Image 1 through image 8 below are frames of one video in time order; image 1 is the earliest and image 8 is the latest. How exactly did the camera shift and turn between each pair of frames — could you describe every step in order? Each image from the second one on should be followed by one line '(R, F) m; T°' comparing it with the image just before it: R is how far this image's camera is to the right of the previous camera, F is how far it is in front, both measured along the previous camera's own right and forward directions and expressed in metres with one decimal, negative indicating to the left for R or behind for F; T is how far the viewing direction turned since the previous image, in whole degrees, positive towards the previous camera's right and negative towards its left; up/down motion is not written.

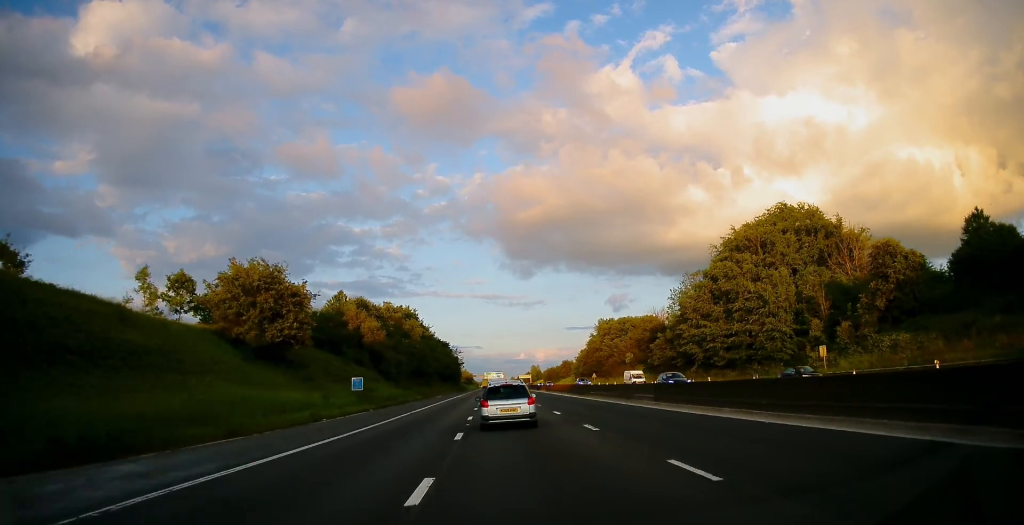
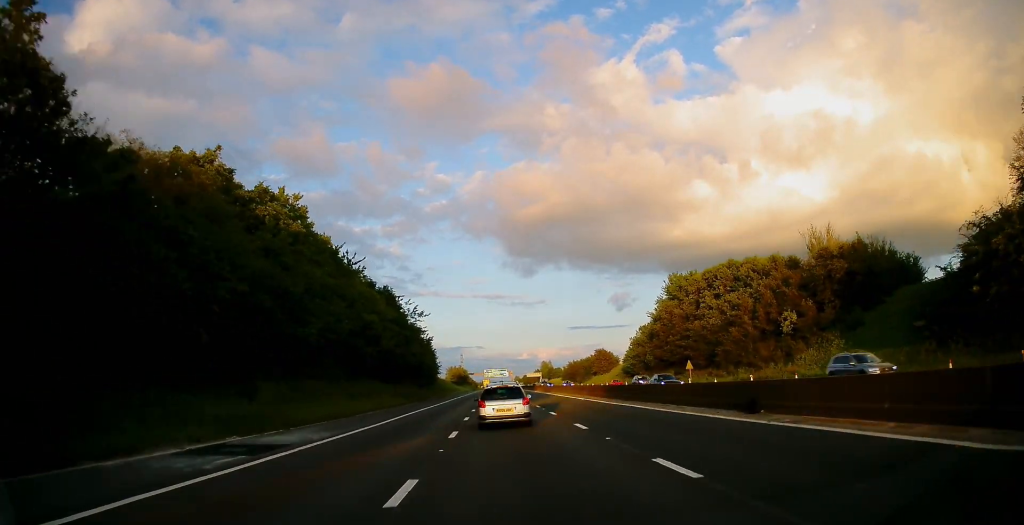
(-0.9, +79.3) m; 0°
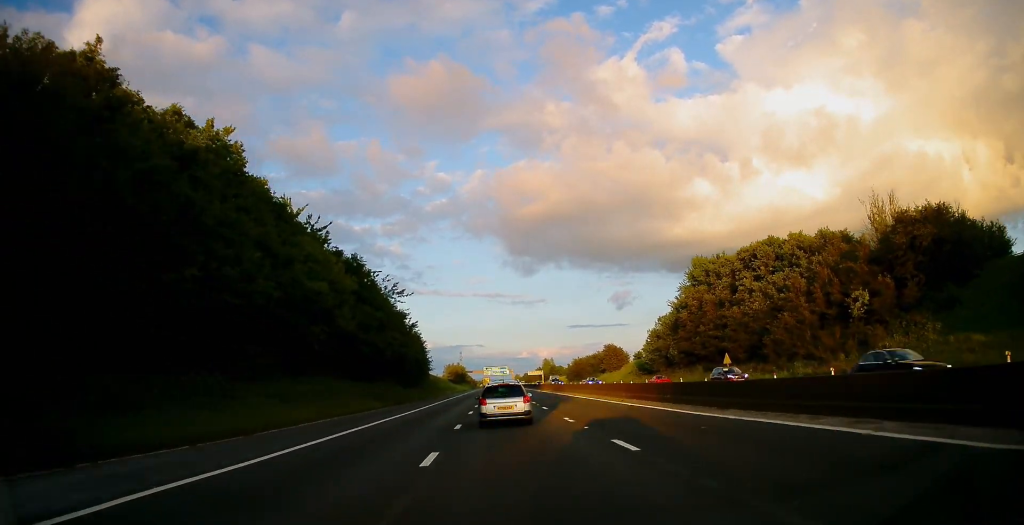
(+0.1, +14.4) m; 0°
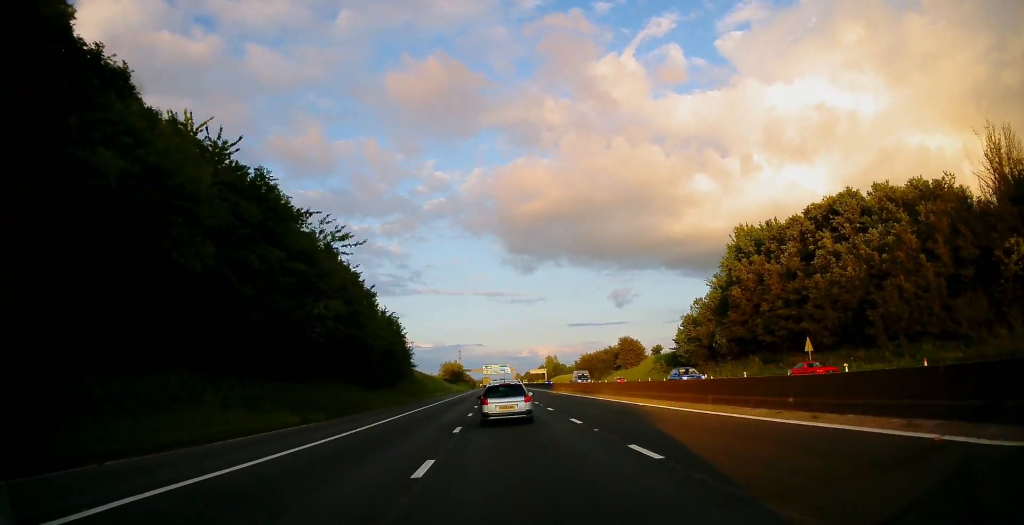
(0.0, +20.0) m; 0°
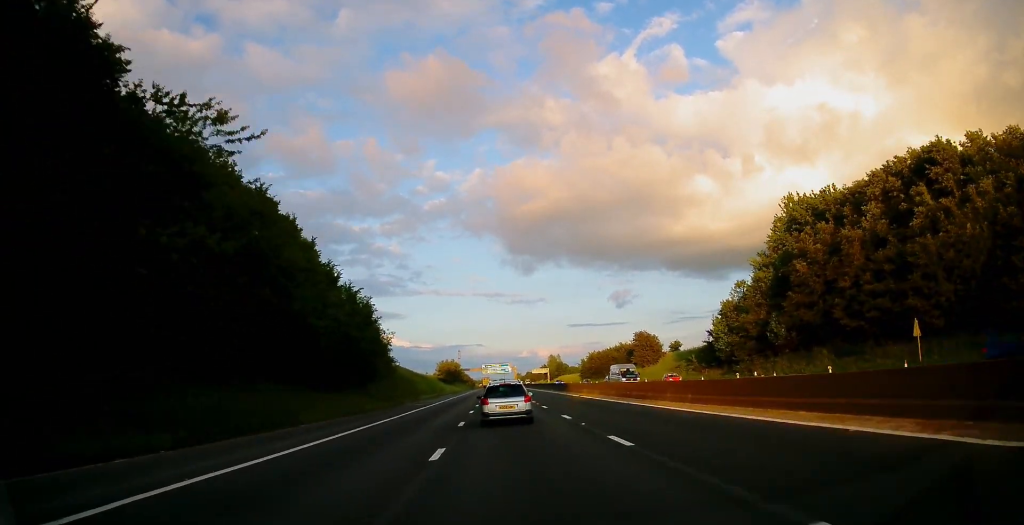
(0.0, +15.1) m; 0°
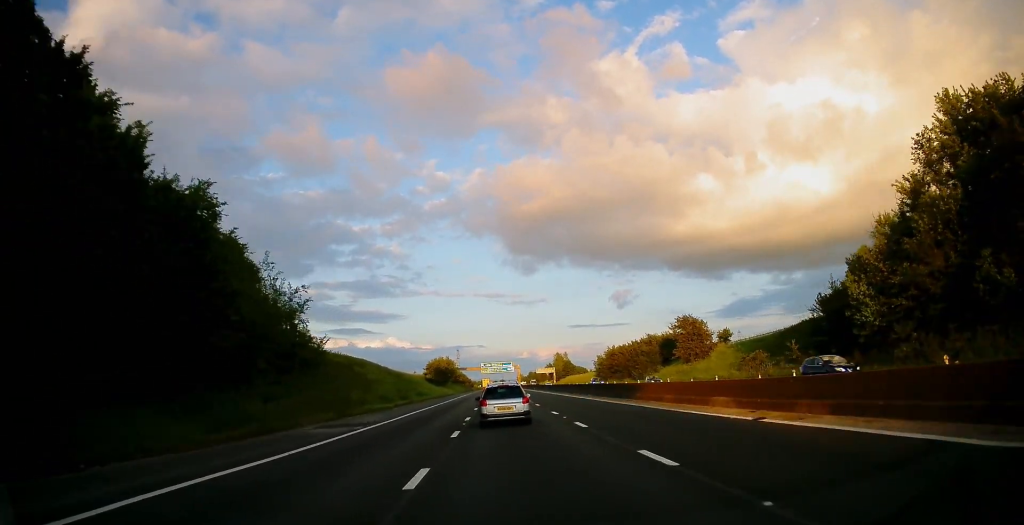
(0.0, +30.2) m; 0°
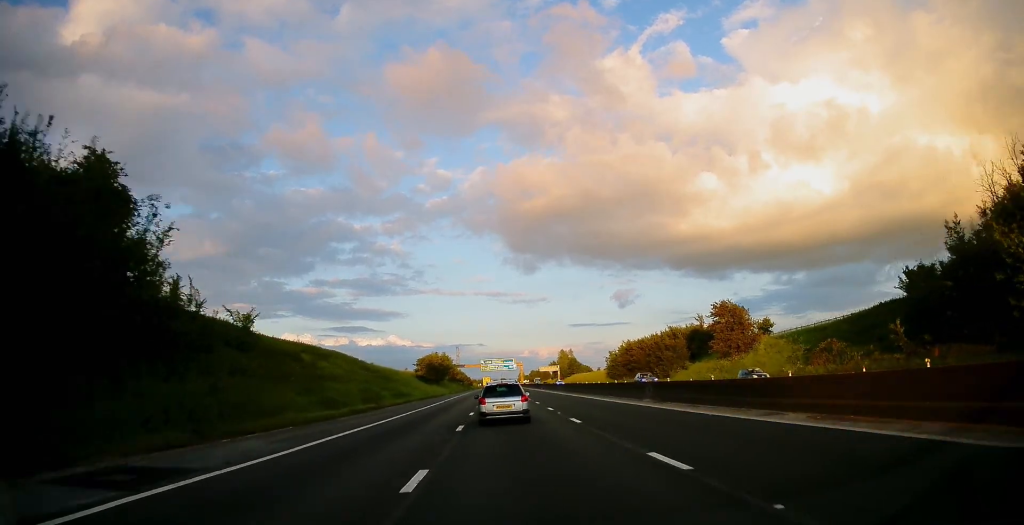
(-0.1, +17.5) m; 0°
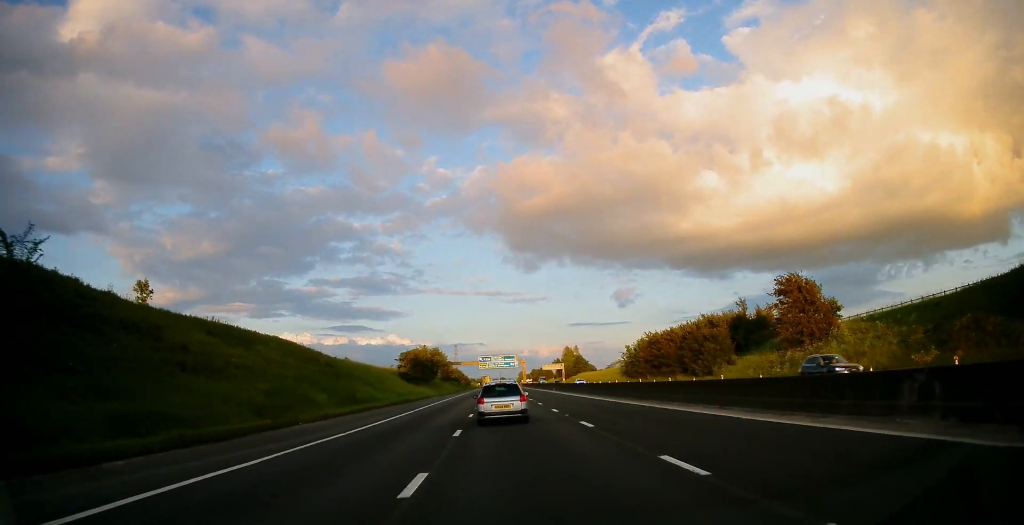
(0.0, +19.6) m; 0°
